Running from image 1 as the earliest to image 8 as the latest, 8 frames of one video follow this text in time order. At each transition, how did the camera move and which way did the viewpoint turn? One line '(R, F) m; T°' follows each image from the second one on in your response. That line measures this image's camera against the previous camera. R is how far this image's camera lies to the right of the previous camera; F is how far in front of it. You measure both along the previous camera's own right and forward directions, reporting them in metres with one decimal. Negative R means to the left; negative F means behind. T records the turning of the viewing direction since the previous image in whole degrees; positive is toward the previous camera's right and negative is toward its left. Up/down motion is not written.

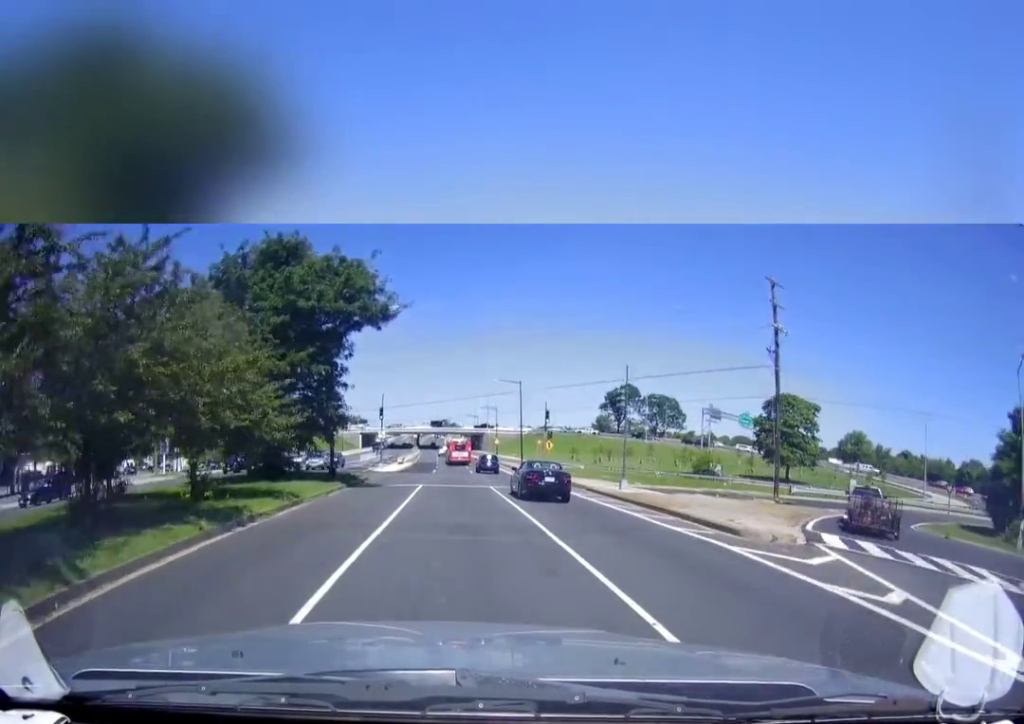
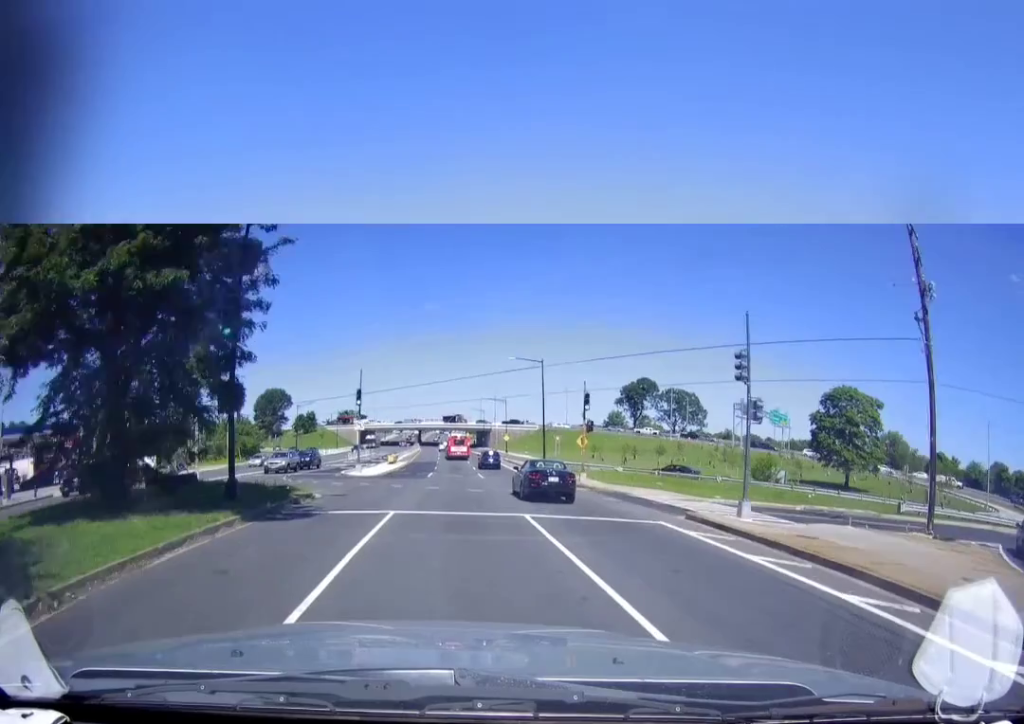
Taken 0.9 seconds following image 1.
(0.0, +13.7) m; -1°
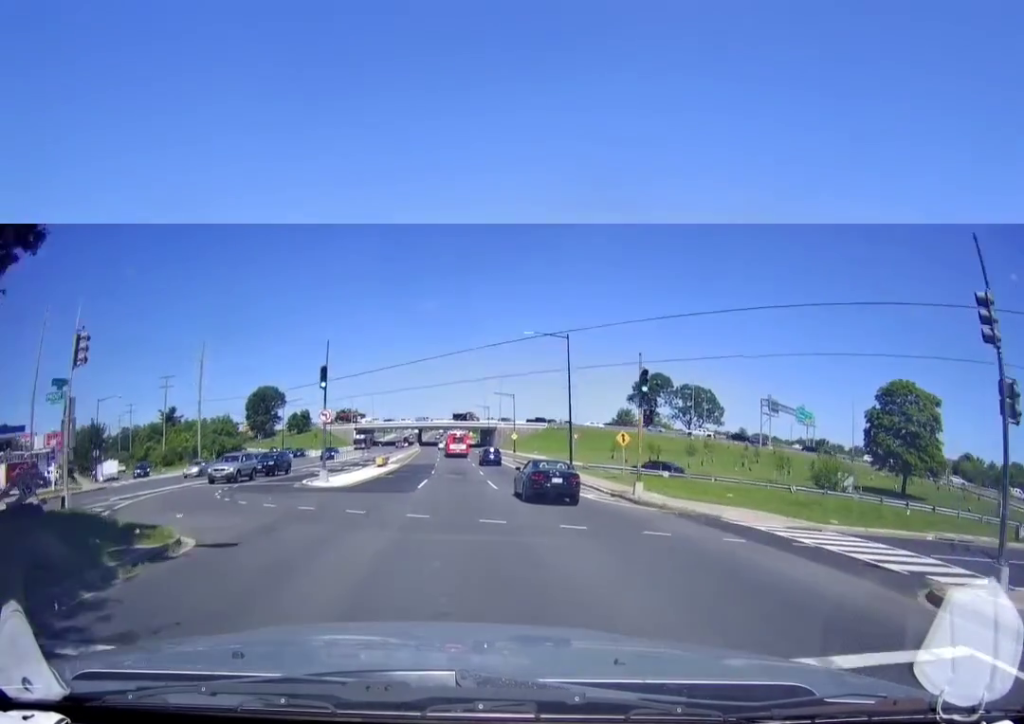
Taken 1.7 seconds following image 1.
(-0.1, +10.8) m; +1°
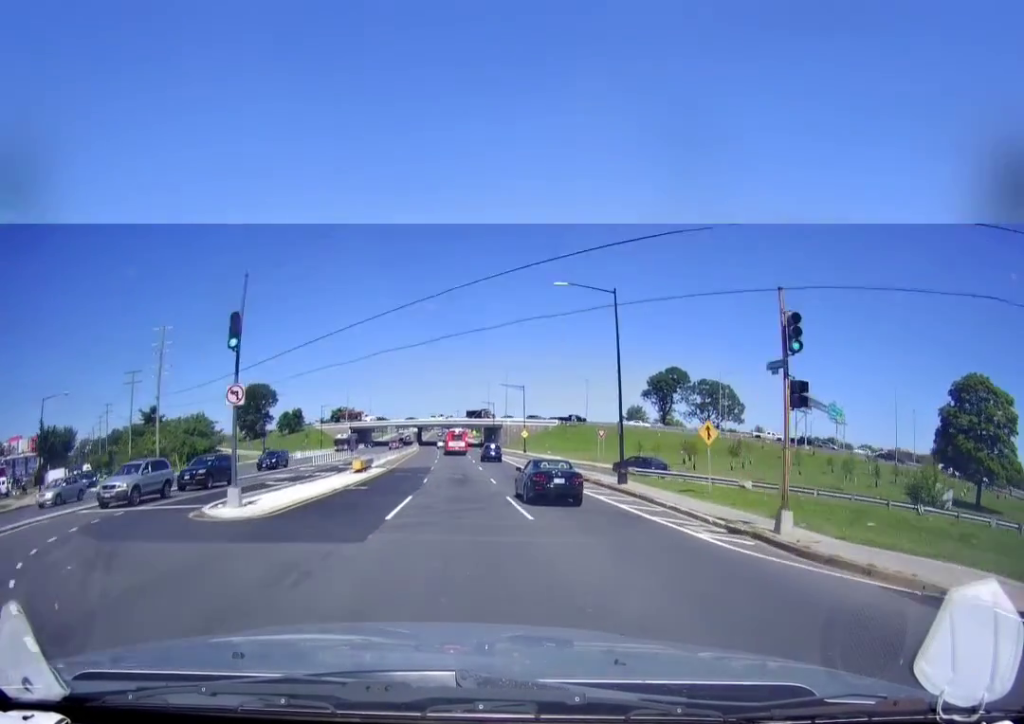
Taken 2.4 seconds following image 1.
(+0.1, +11.5) m; +1°
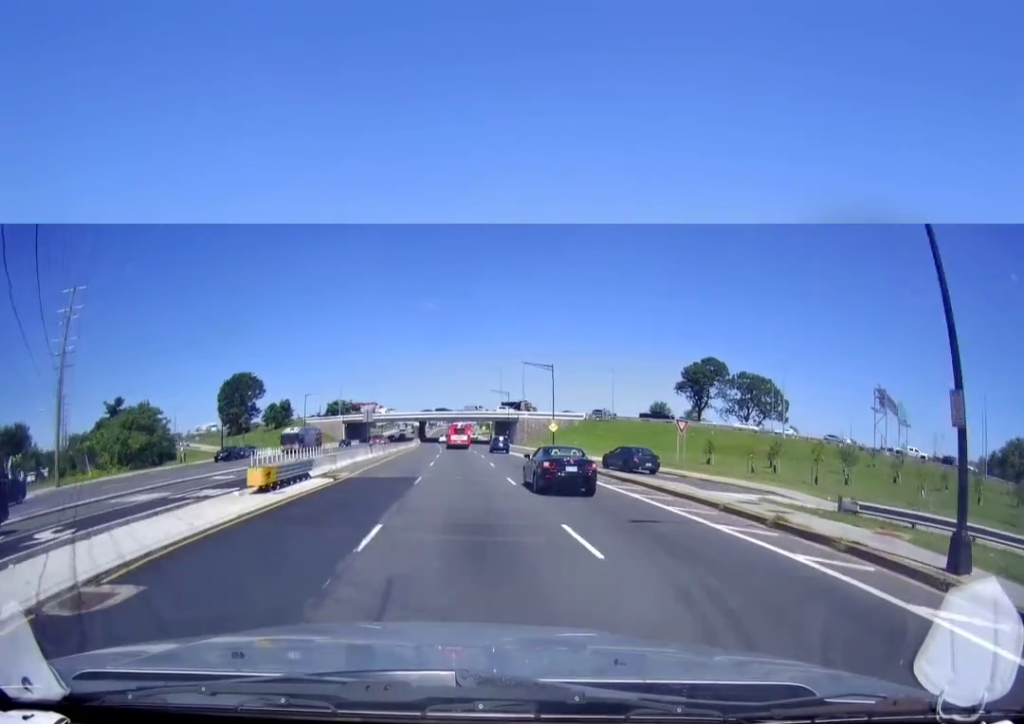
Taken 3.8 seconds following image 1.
(+0.2, +20.2) m; -2°
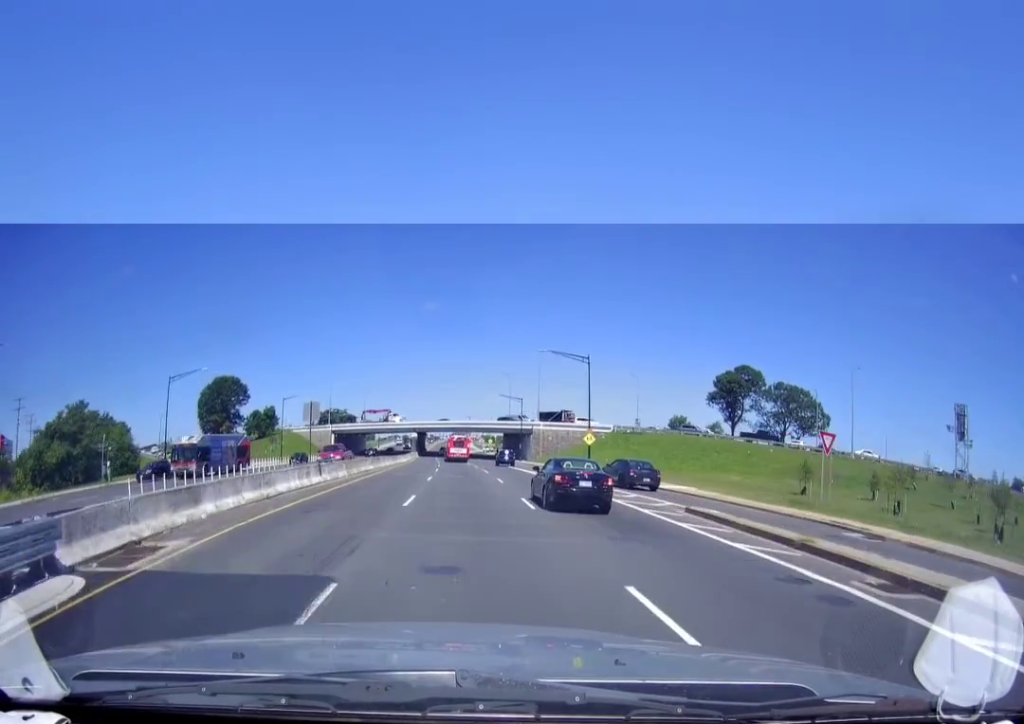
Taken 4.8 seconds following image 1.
(-0.7, +16.1) m; -2°
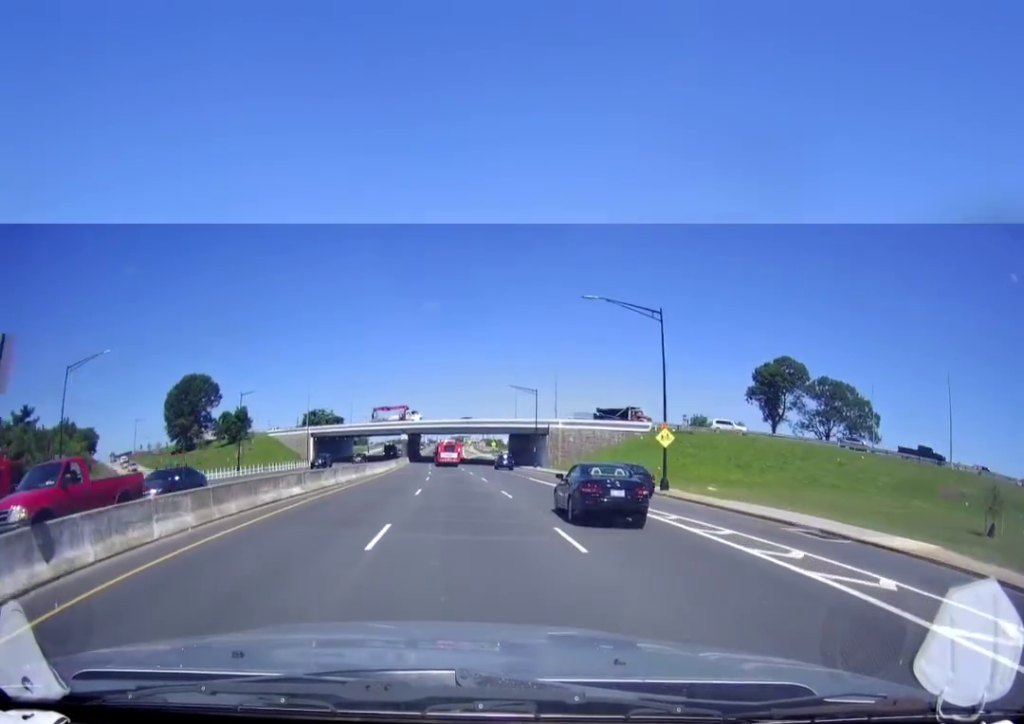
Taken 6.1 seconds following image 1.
(+0.3, +18.9) m; 0°
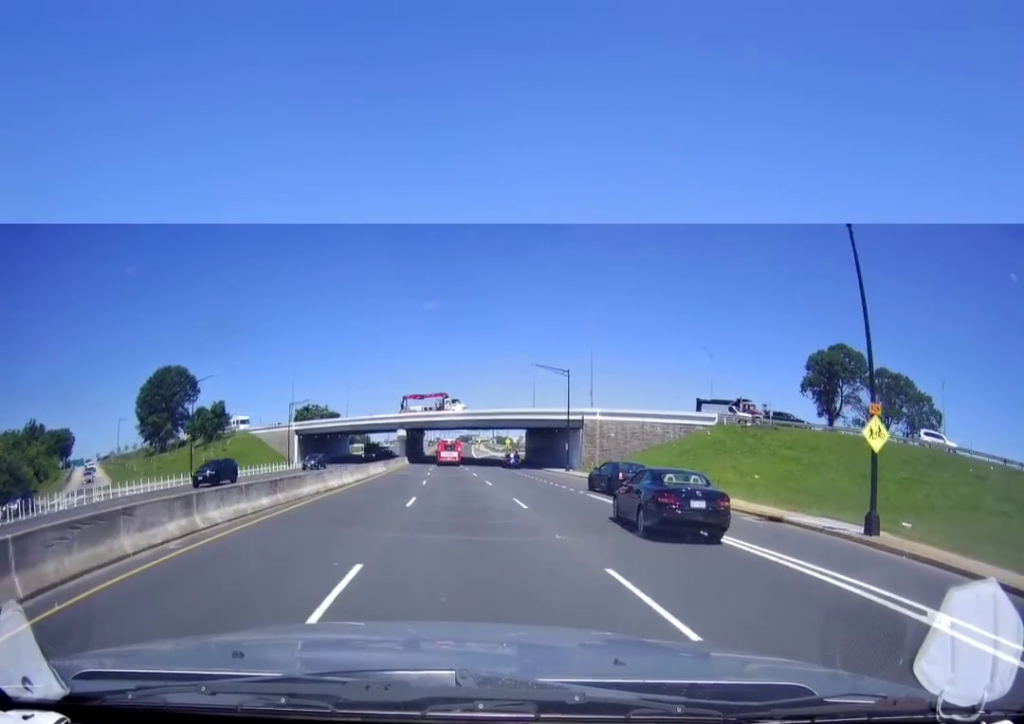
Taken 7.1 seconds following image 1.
(-0.4, +16.4) m; +1°
